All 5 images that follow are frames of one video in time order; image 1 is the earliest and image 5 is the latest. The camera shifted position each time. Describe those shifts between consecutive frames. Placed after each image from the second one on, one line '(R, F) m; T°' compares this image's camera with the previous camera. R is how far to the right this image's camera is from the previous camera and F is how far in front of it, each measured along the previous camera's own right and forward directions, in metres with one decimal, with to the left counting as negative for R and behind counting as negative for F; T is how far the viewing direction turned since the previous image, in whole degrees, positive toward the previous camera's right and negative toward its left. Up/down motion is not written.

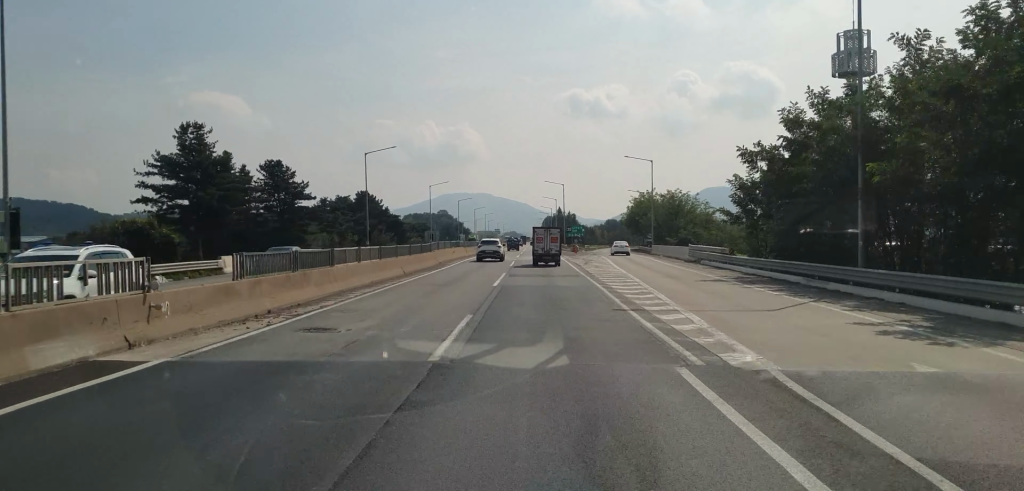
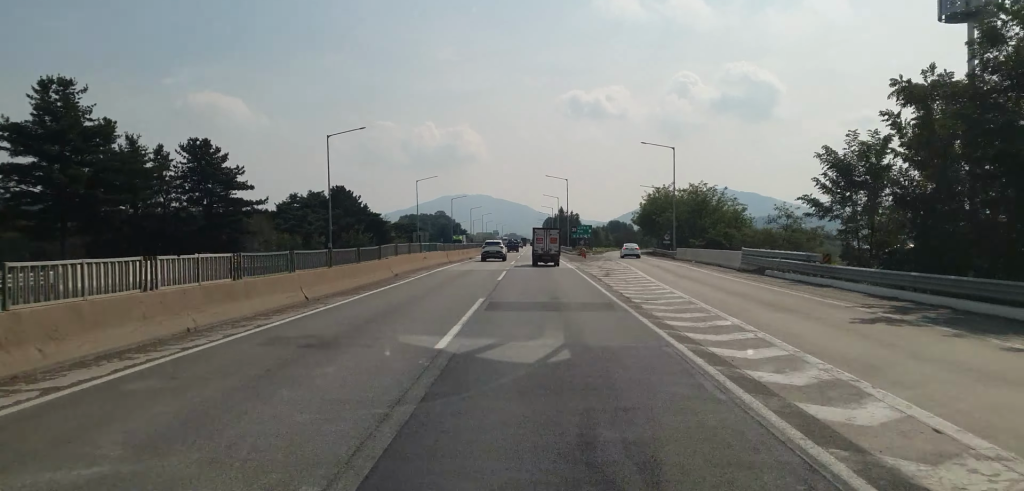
(+0.4, +16.3) m; +1°
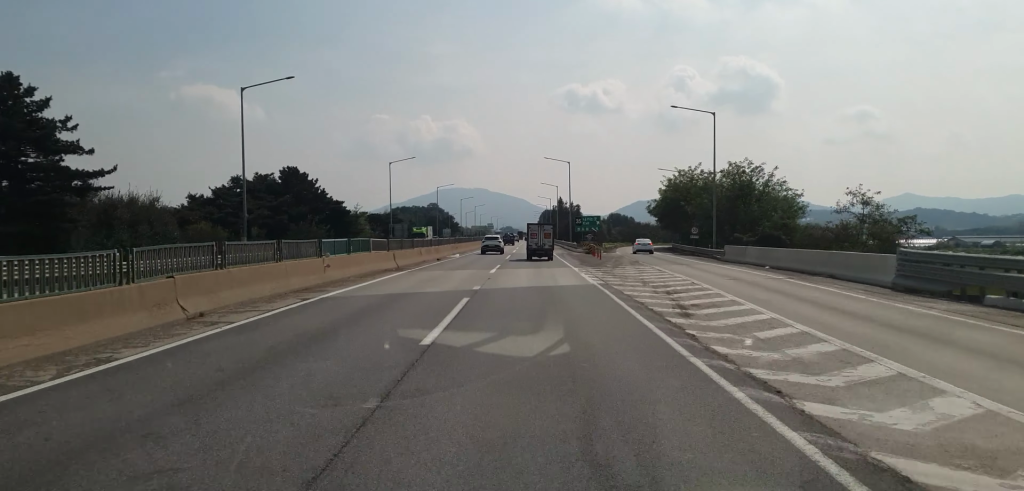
(0.0, +20.9) m; 0°
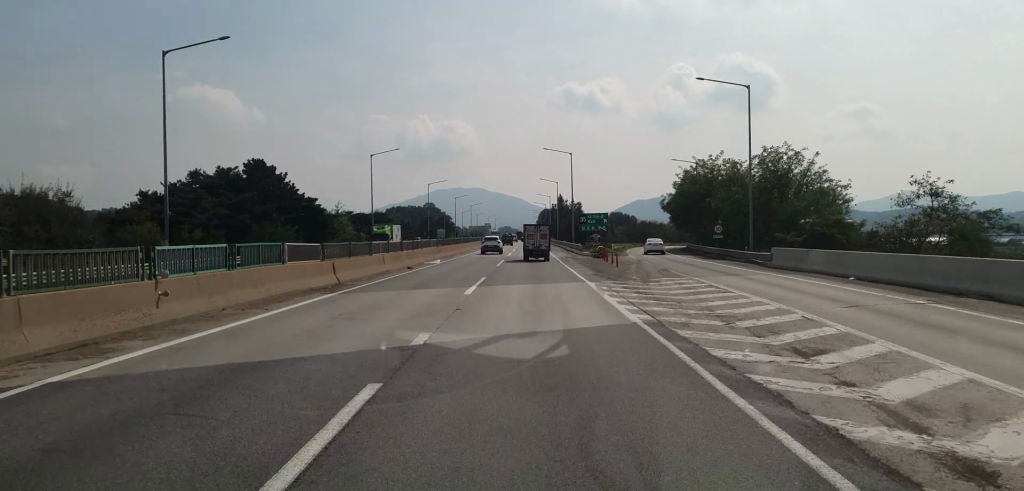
(-0.1, +11.2) m; 0°
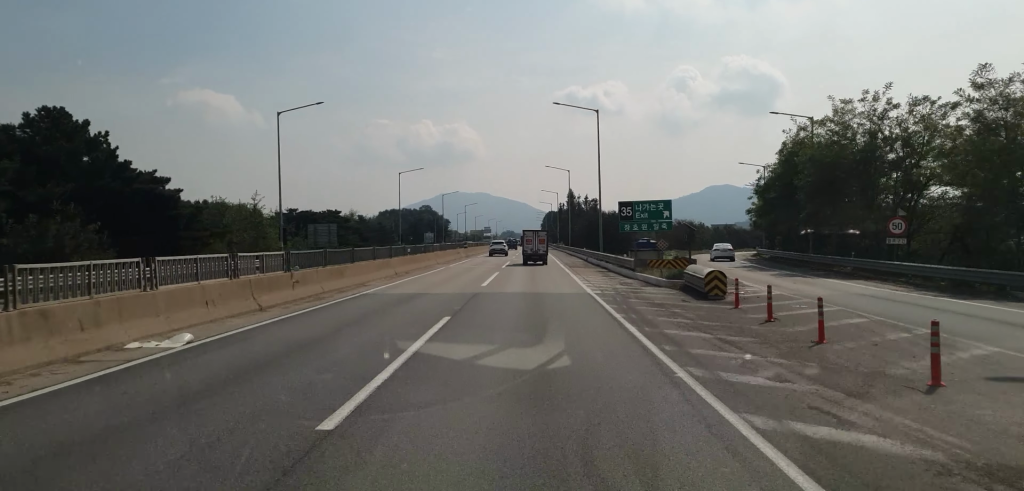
(+0.4, +36.4) m; +1°
